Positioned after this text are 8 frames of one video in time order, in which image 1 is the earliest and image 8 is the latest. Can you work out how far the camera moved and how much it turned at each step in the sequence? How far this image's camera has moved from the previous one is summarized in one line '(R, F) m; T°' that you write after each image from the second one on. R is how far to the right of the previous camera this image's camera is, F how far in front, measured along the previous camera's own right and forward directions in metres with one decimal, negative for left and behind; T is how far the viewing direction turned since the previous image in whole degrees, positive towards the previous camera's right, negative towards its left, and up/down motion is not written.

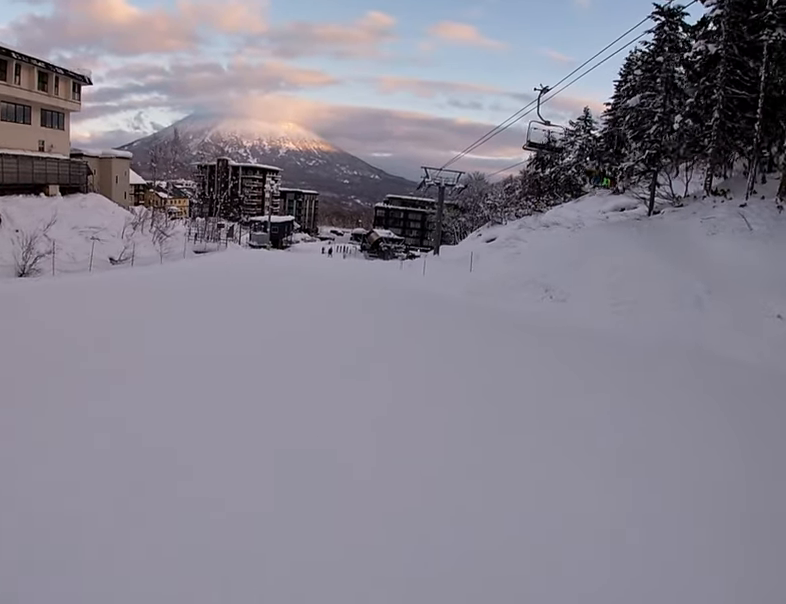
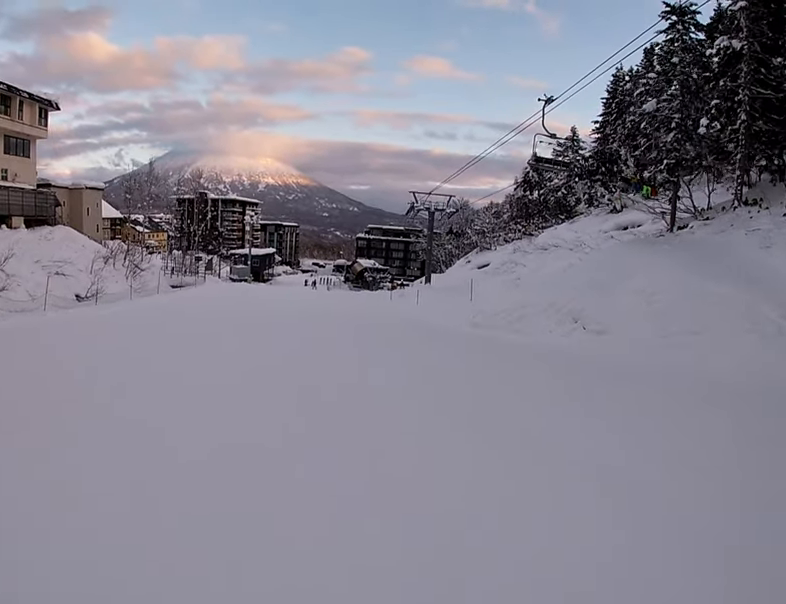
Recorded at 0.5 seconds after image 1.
(+0.2, +4.4) m; +4°
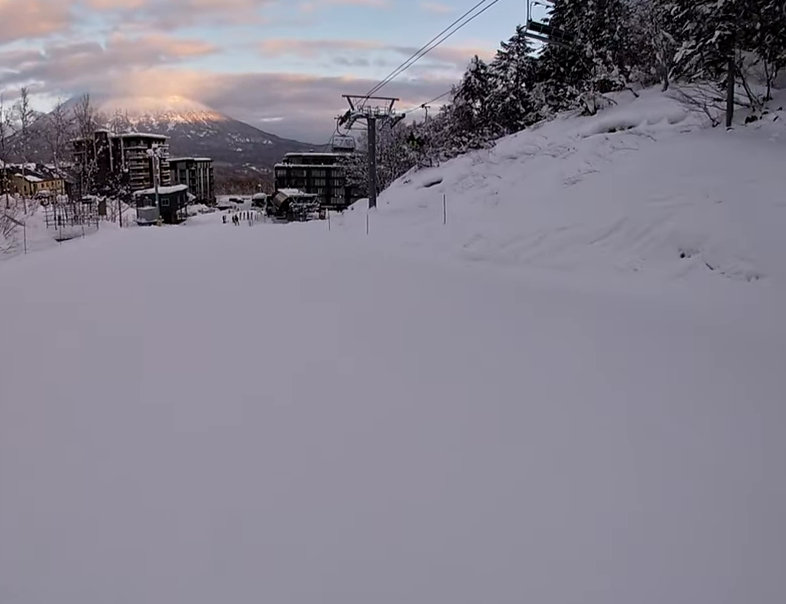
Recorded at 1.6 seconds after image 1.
(+0.7, +10.2) m; +6°
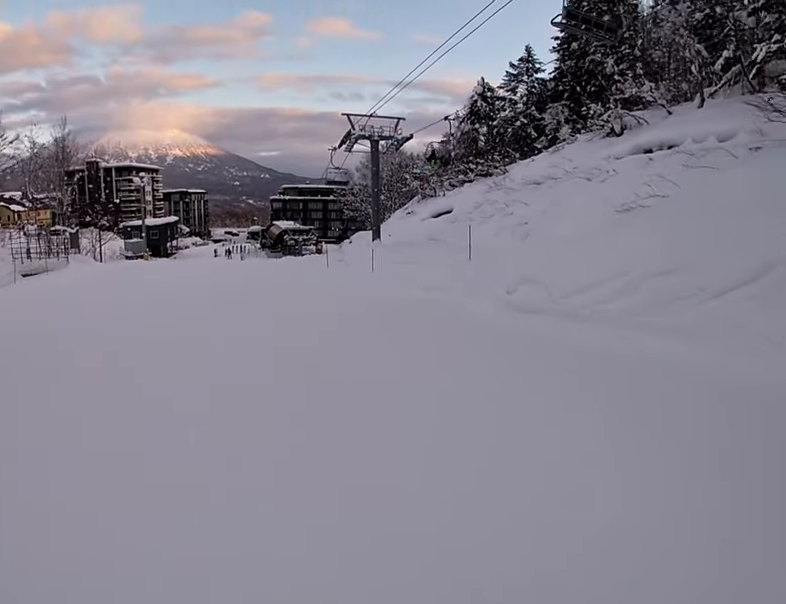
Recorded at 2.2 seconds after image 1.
(+0.1, +6.3) m; +1°
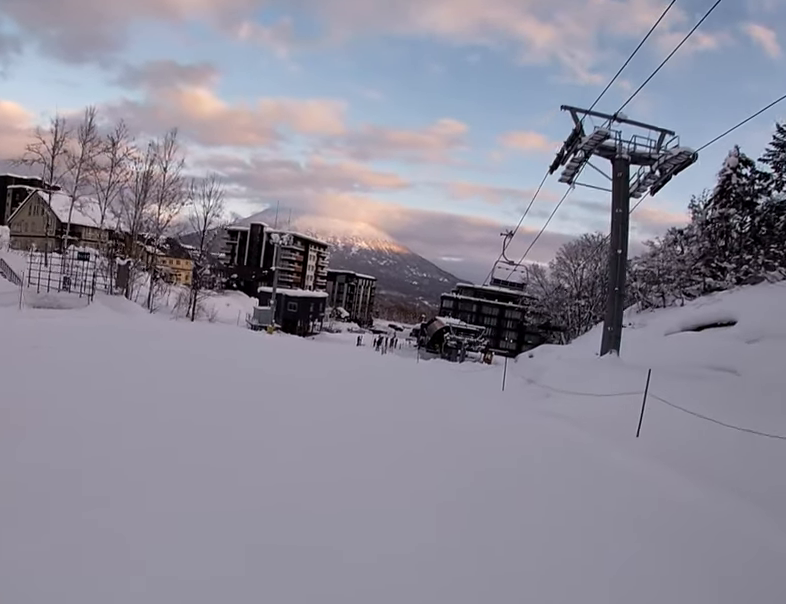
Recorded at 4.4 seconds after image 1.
(-1.4, +18.7) m; -15°
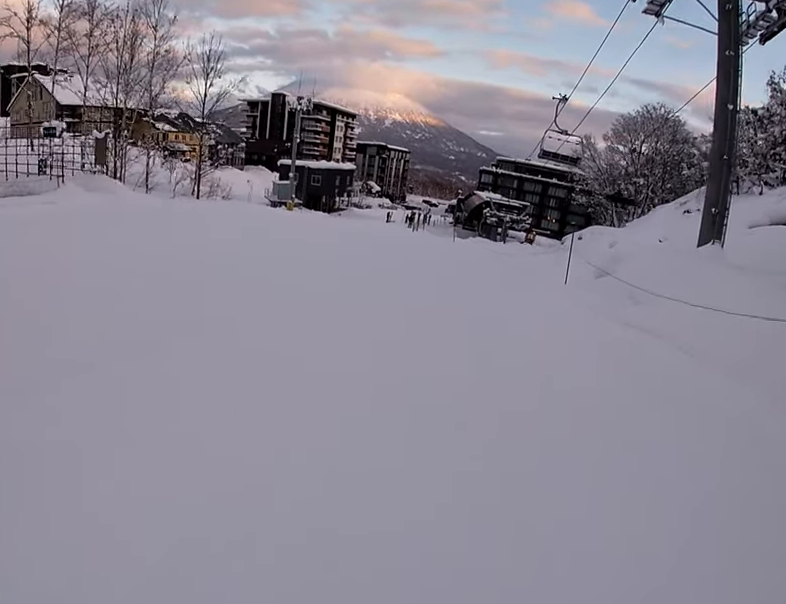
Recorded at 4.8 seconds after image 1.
(-0.2, +3.9) m; -6°
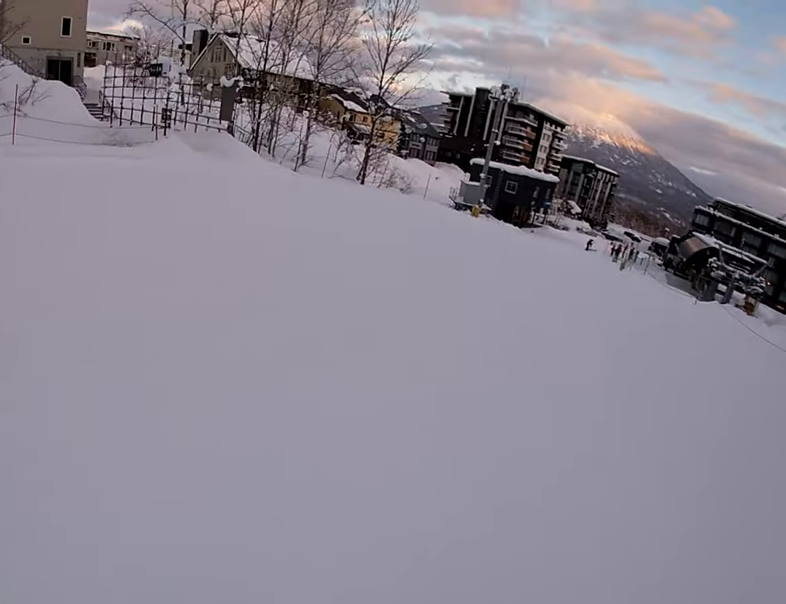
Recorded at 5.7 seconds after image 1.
(-0.3, +6.5) m; -8°
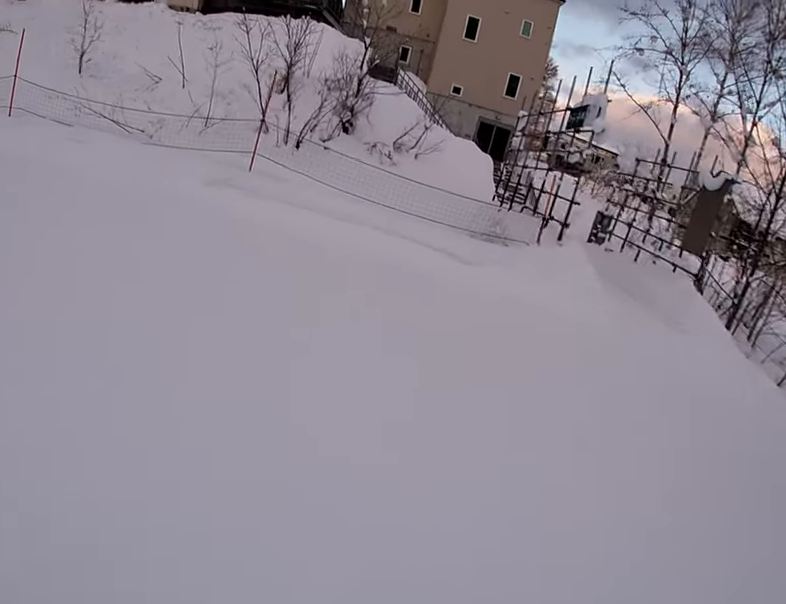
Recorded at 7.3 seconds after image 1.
(-2.6, +8.2) m; -40°
